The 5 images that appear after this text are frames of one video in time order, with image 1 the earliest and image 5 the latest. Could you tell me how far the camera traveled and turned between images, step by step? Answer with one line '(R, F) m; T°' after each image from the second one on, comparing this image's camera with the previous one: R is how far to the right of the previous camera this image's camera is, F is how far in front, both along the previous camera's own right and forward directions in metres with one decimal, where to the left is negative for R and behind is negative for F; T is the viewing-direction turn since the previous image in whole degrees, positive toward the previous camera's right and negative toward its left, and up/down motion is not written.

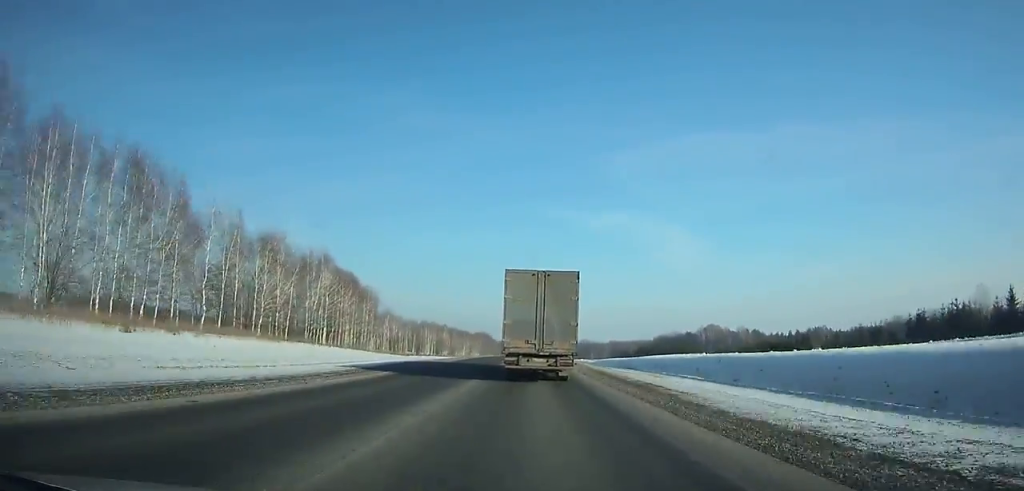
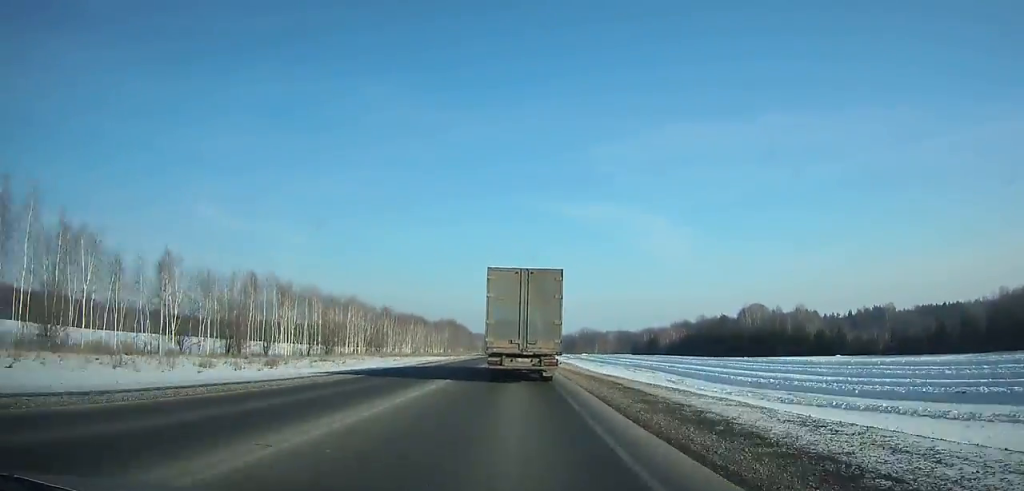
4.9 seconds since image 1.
(+1.2, +113.5) m; +1°
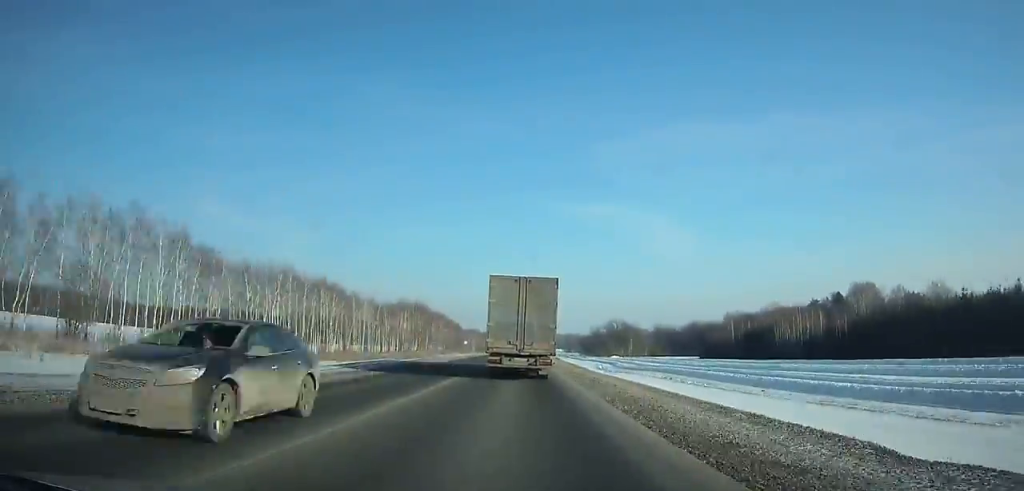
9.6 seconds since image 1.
(+0.1, +111.8) m; 0°
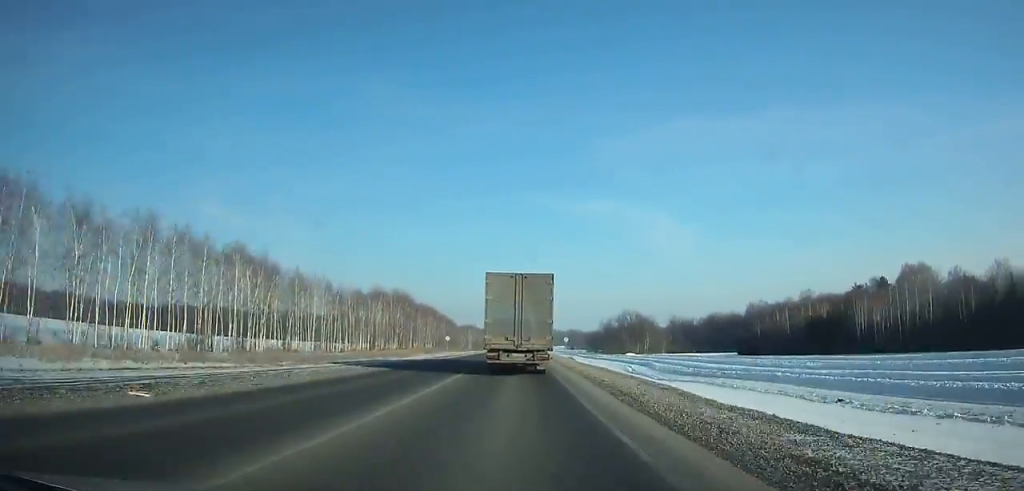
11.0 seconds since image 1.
(-0.2, +34.7) m; 0°
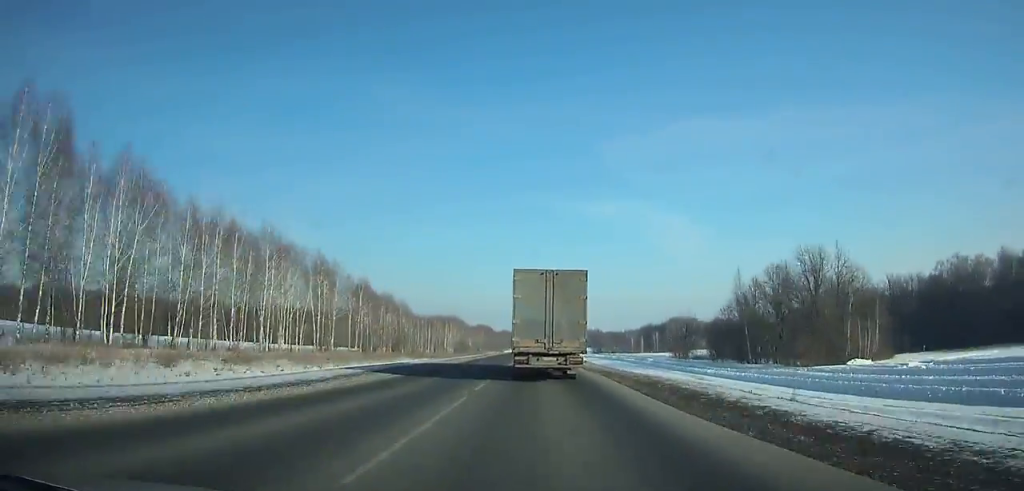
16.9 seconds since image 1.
(-0.5, +150.5) m; 0°
